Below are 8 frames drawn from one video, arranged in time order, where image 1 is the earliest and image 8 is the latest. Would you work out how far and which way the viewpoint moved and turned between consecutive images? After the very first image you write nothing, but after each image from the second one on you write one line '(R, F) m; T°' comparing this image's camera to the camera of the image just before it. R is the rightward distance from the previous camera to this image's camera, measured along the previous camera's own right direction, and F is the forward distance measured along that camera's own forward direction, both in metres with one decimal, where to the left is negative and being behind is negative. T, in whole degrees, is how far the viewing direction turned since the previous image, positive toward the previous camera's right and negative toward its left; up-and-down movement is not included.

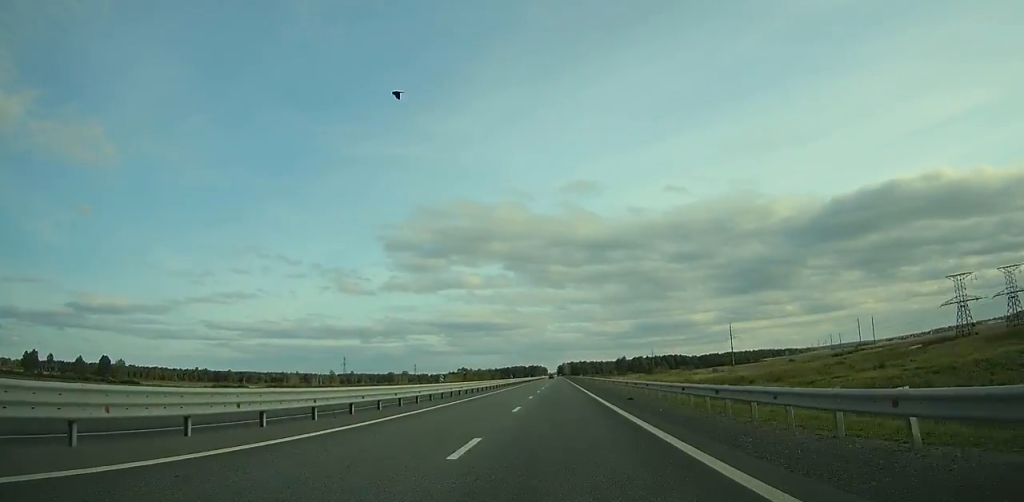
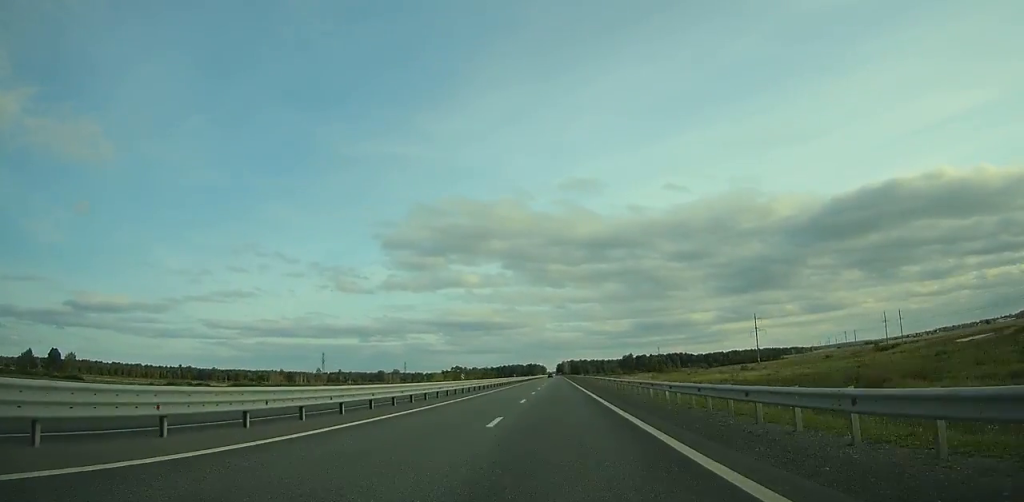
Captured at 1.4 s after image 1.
(0.0, +42.4) m; 0°
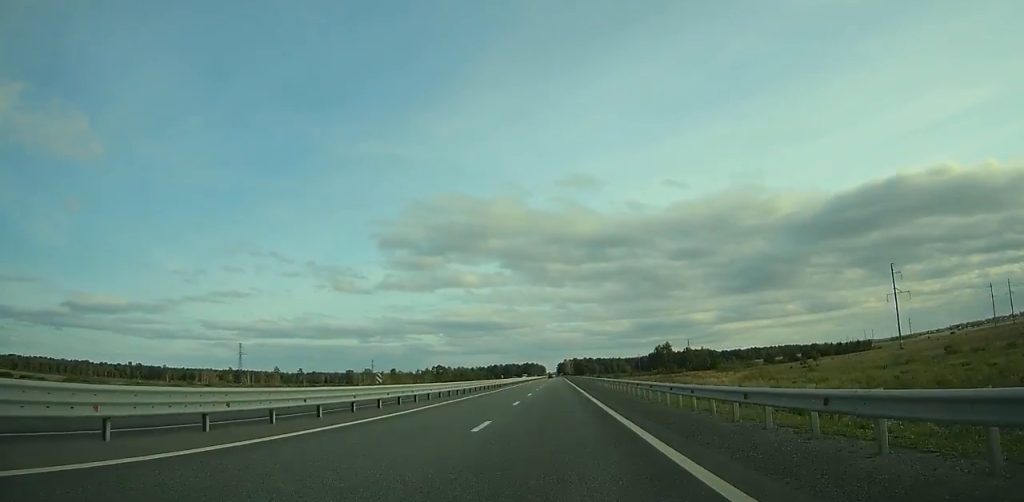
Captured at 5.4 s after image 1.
(+0.2, +121.5) m; 0°
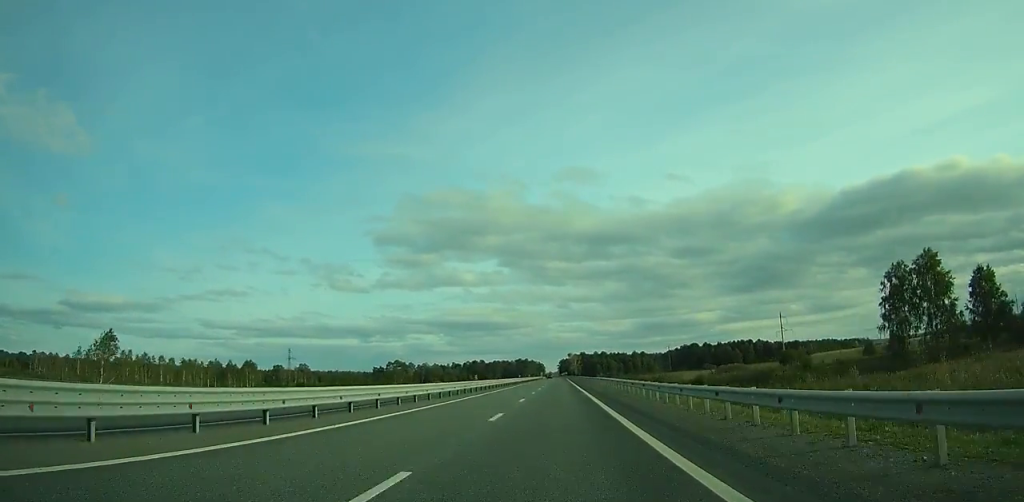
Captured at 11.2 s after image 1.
(-0.1, +177.8) m; 0°
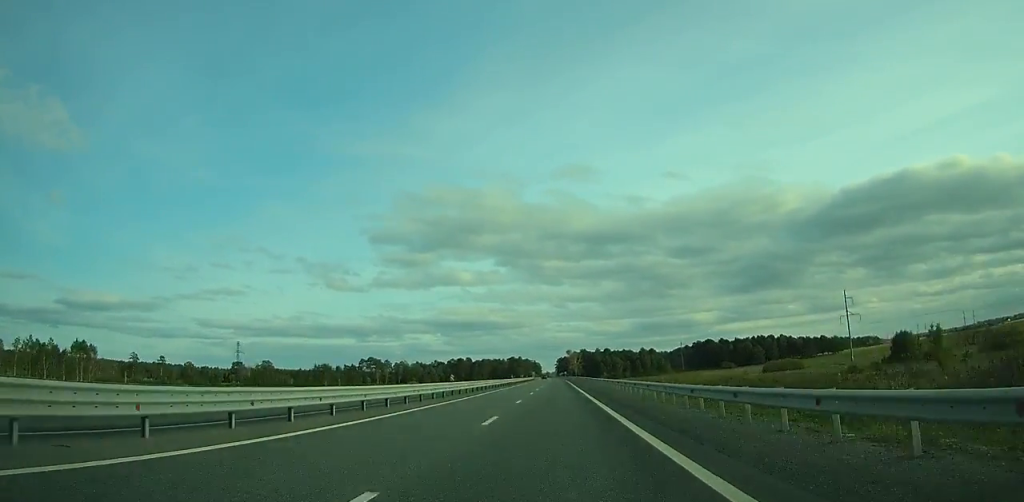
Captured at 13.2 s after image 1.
(0.0, +61.9) m; 0°
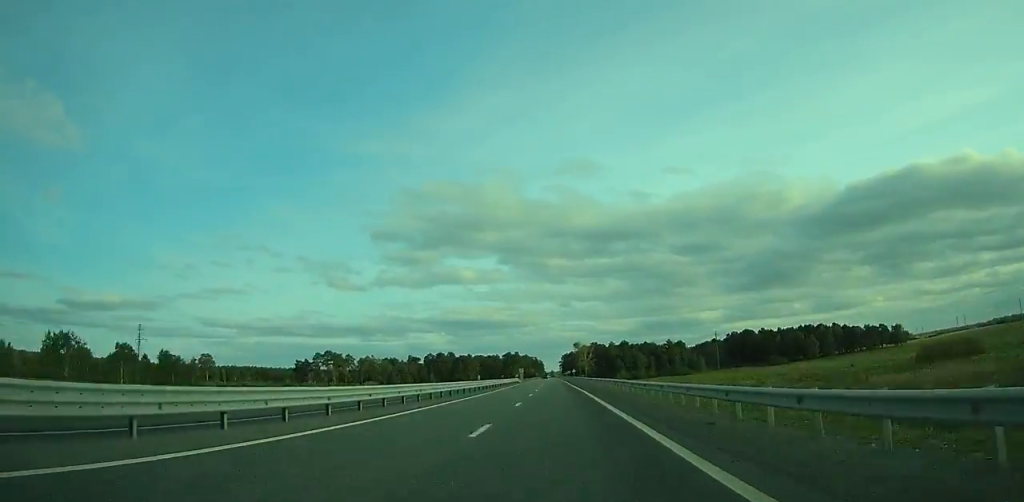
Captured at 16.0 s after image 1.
(0.0, +86.7) m; 0°
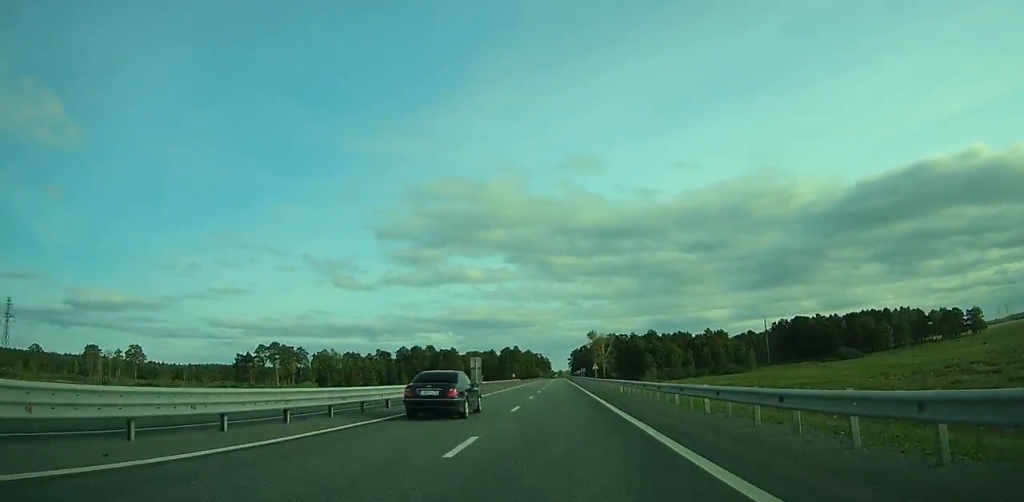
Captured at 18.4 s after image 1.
(-0.2, +74.2) m; 0°
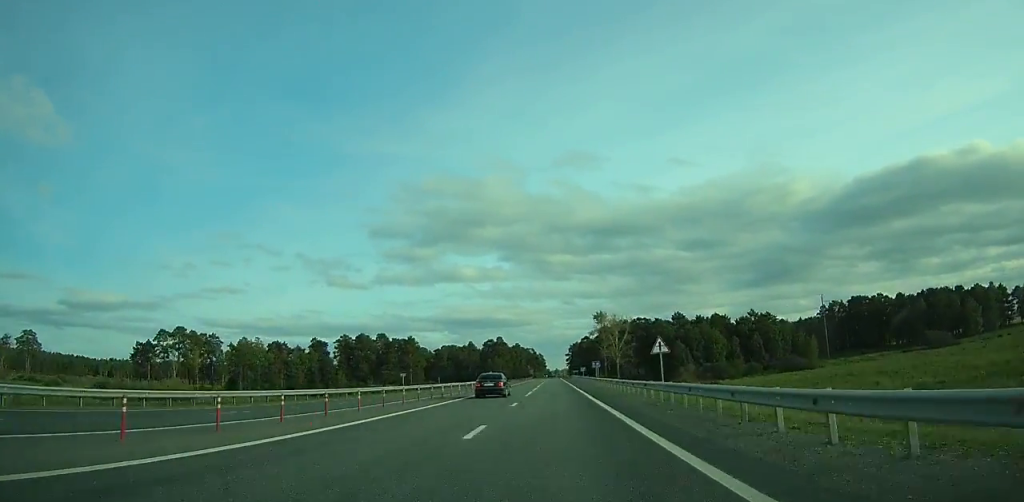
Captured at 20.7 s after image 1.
(-0.4, +70.7) m; 0°
